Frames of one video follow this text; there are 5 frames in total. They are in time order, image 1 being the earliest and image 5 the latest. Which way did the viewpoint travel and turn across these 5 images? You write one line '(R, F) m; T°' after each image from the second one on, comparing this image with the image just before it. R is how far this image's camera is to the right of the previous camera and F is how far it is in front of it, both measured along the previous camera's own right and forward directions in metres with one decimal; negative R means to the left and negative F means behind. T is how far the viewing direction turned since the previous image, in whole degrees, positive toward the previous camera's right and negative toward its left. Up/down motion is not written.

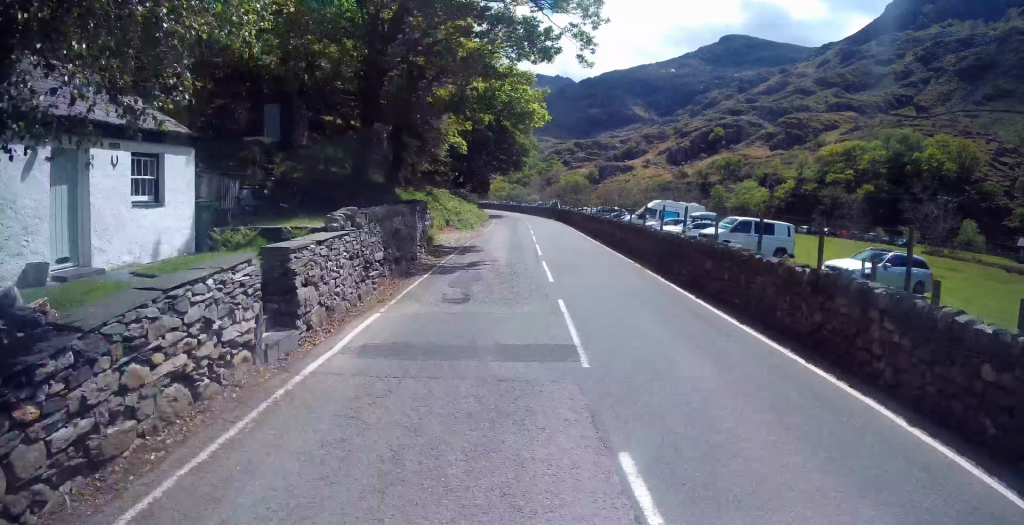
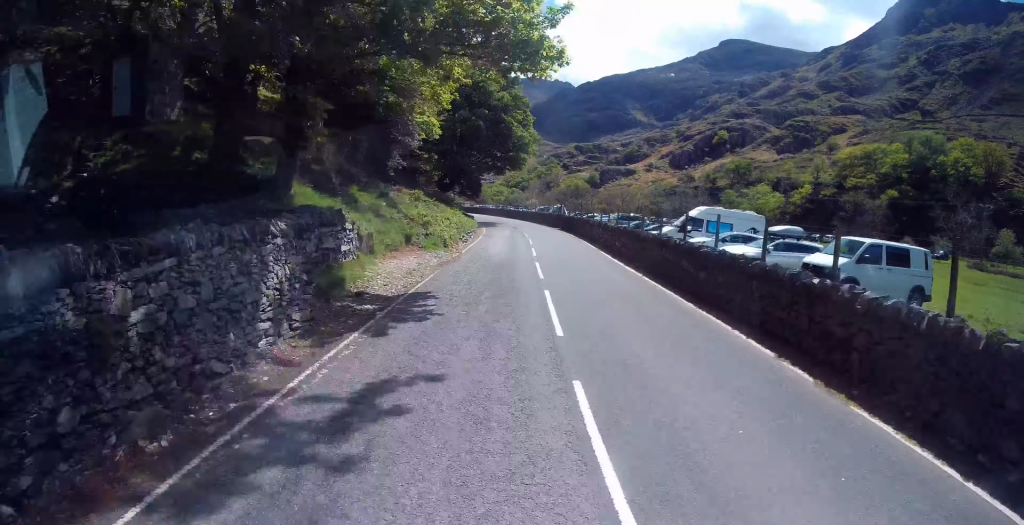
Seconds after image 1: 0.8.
(0.0, +10.2) m; -1°
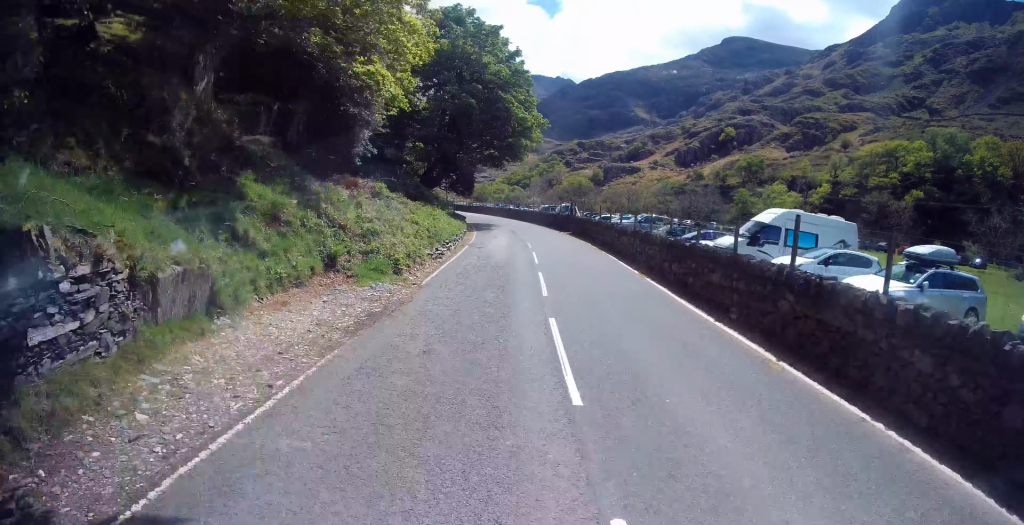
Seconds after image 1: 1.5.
(-0.2, +8.4) m; -1°
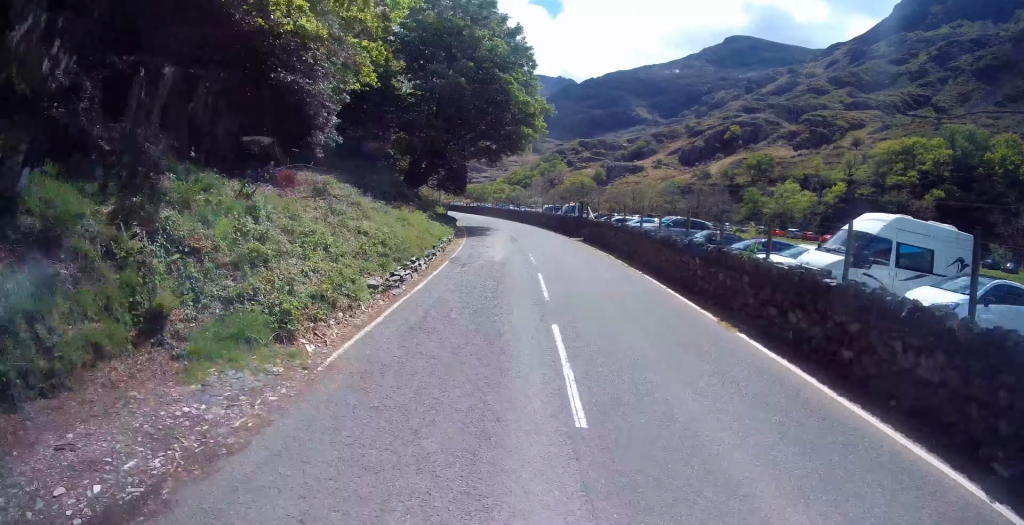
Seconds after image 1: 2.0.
(-0.1, +6.3) m; -1°
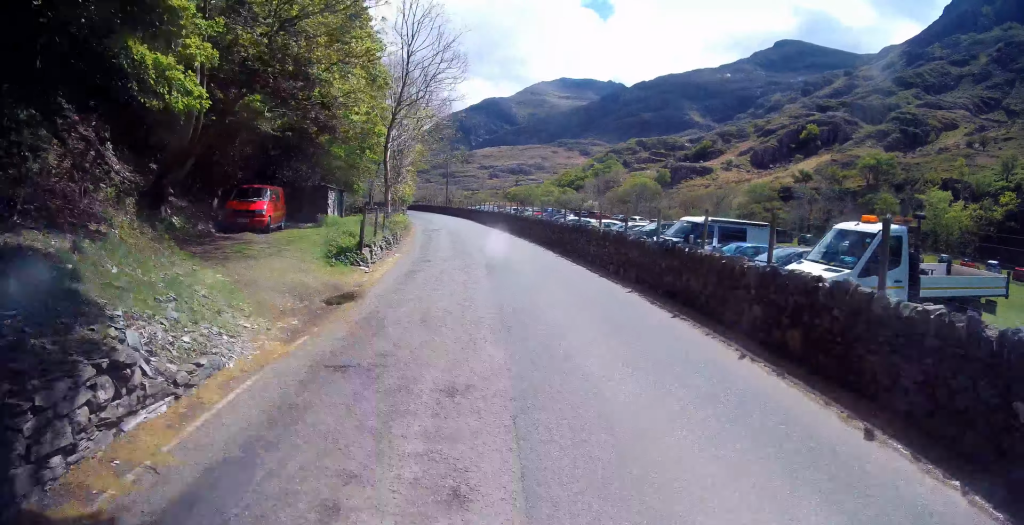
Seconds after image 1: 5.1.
(0.0, +39.0) m; 0°
